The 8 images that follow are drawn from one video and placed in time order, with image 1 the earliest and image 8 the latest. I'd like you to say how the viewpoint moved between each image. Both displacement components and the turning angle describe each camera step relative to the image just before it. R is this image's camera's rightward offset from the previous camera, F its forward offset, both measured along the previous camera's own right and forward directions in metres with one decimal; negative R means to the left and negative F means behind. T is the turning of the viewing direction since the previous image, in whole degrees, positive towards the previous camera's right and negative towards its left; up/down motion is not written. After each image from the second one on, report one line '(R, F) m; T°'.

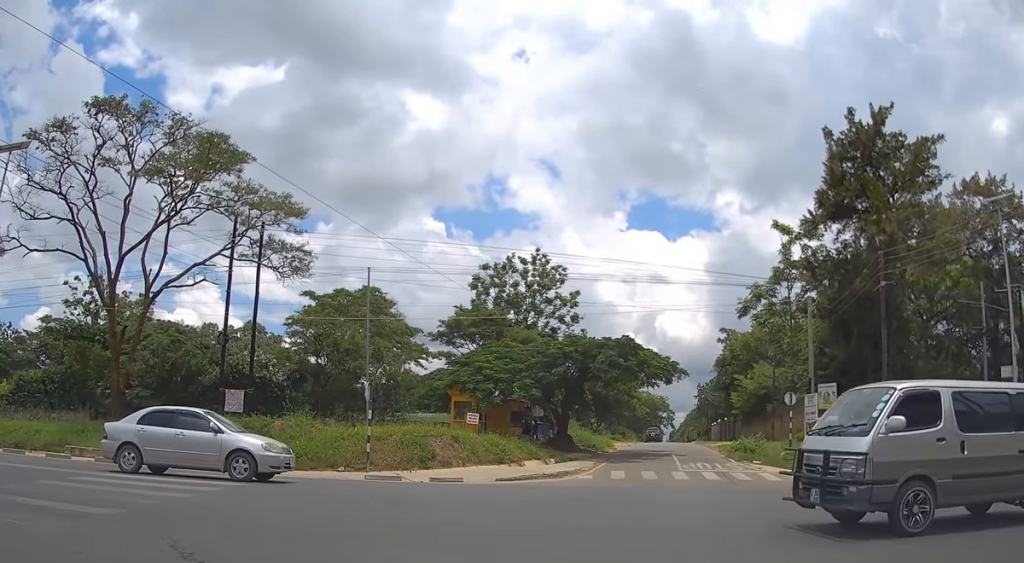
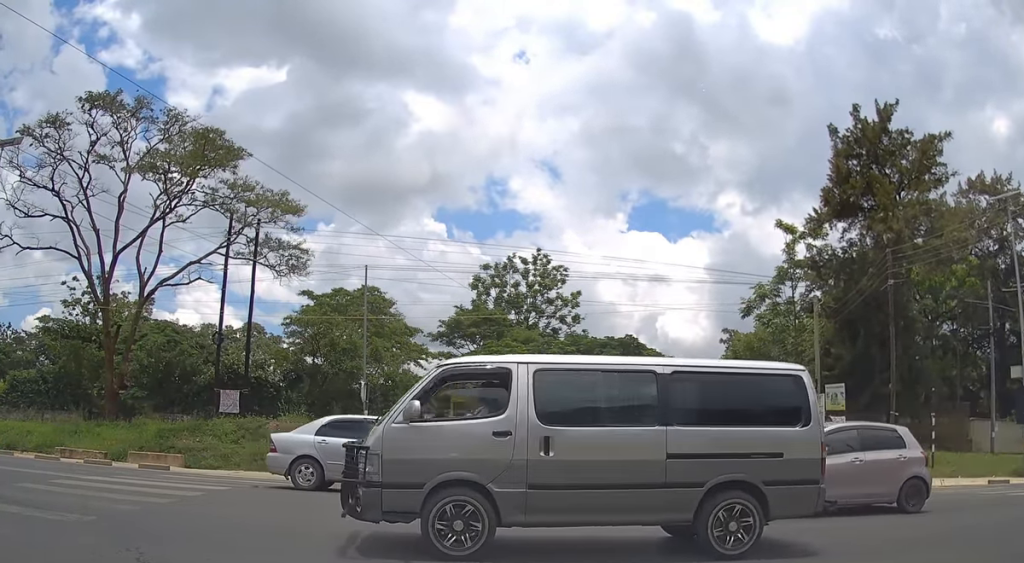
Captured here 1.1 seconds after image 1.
(0.0, +0.7) m; 0°
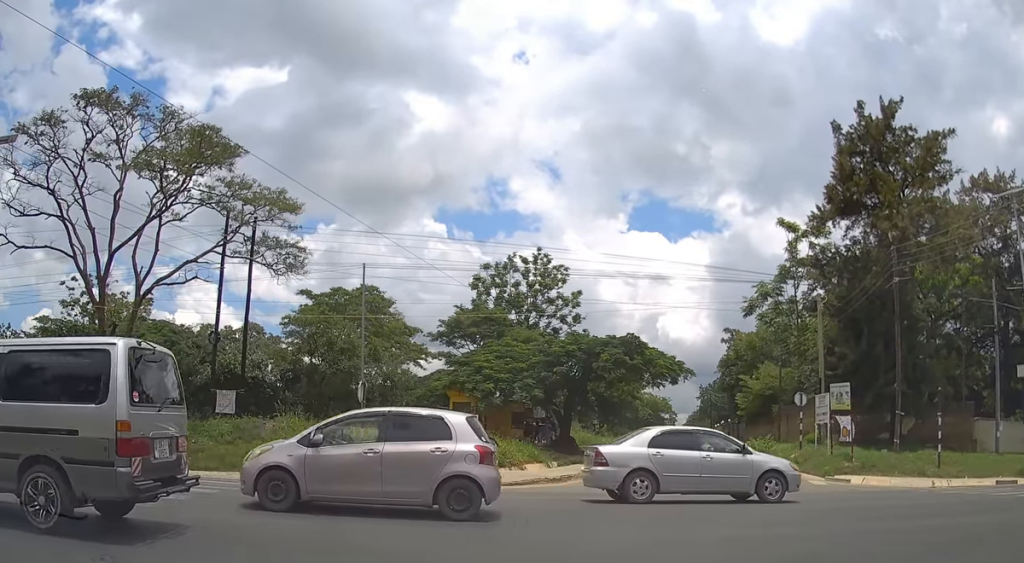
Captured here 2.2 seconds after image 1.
(+0.1, +0.4) m; 0°
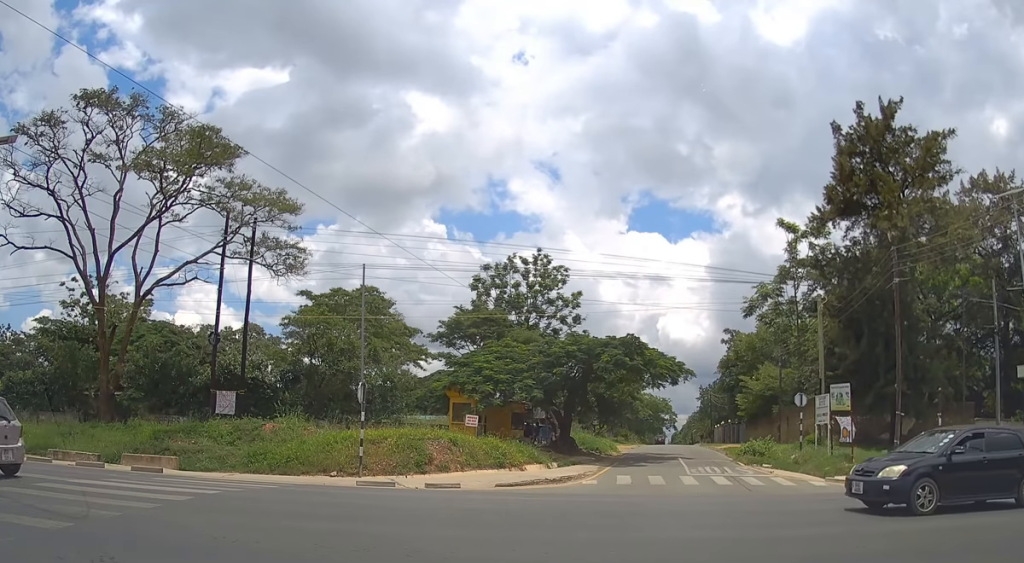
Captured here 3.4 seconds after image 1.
(+0.2, +0.3) m; 0°
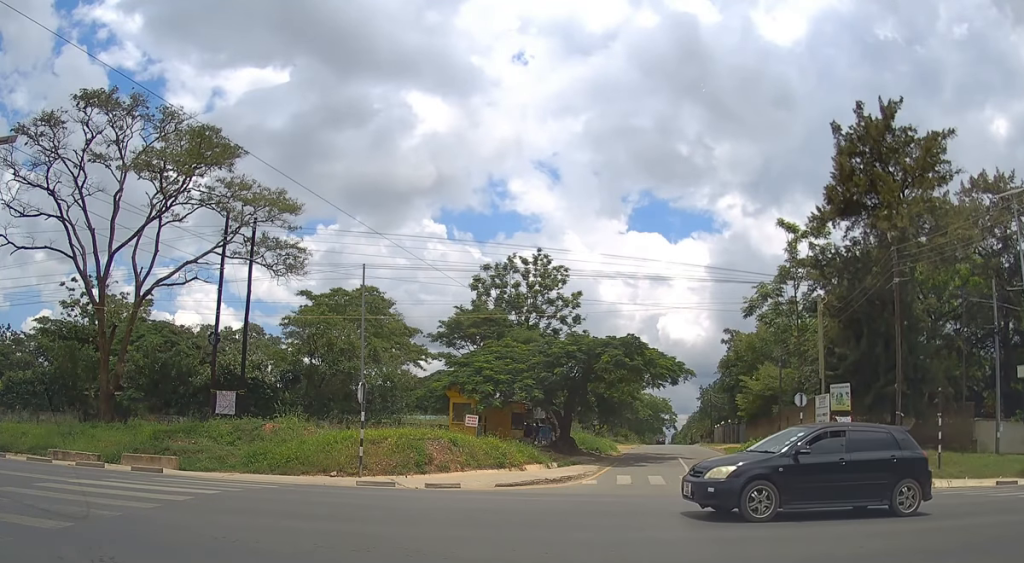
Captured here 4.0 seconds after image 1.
(0.0, 0.0) m; 0°
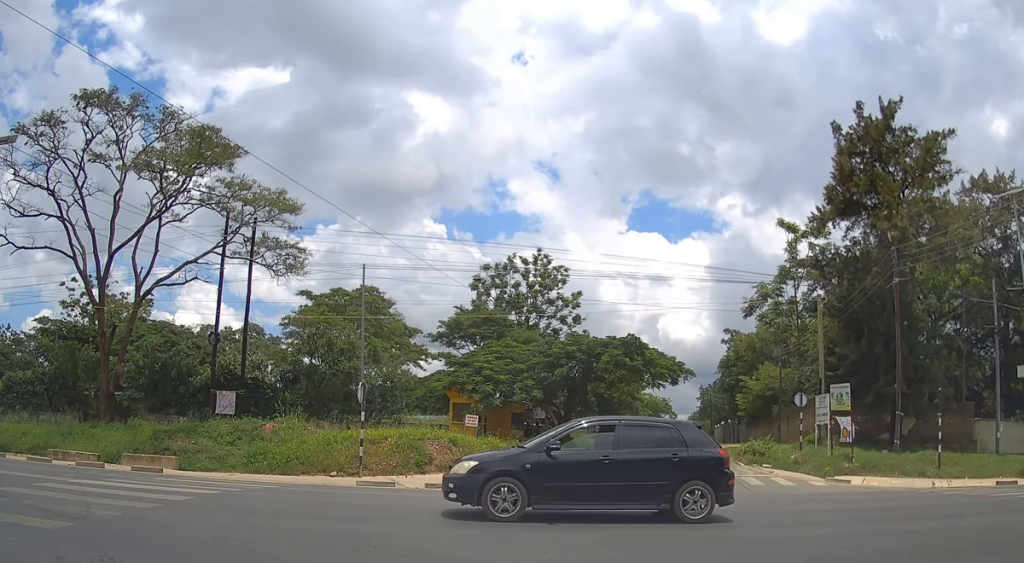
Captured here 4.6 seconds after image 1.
(0.0, 0.0) m; 0°
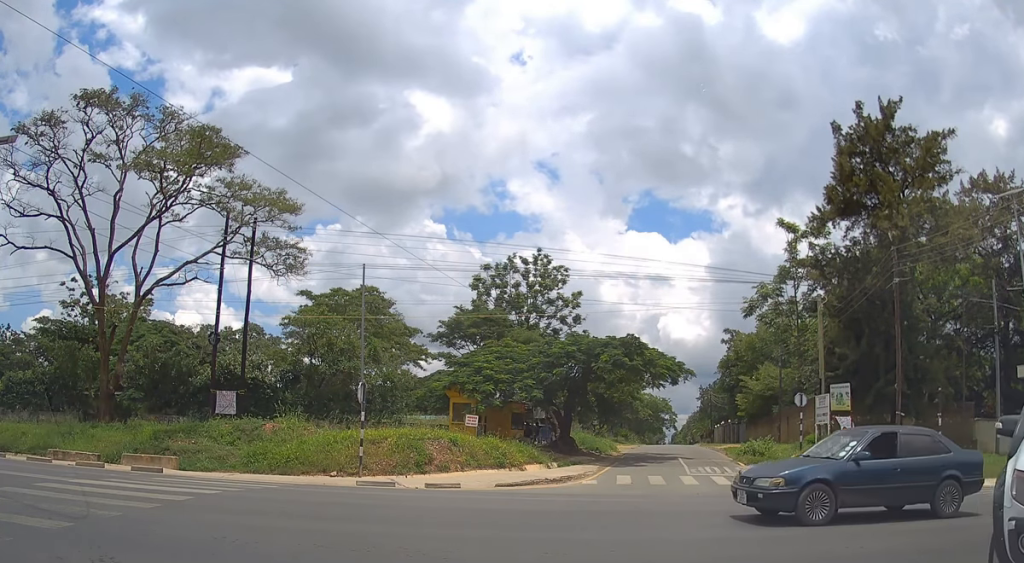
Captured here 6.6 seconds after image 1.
(0.0, +0.5) m; 0°
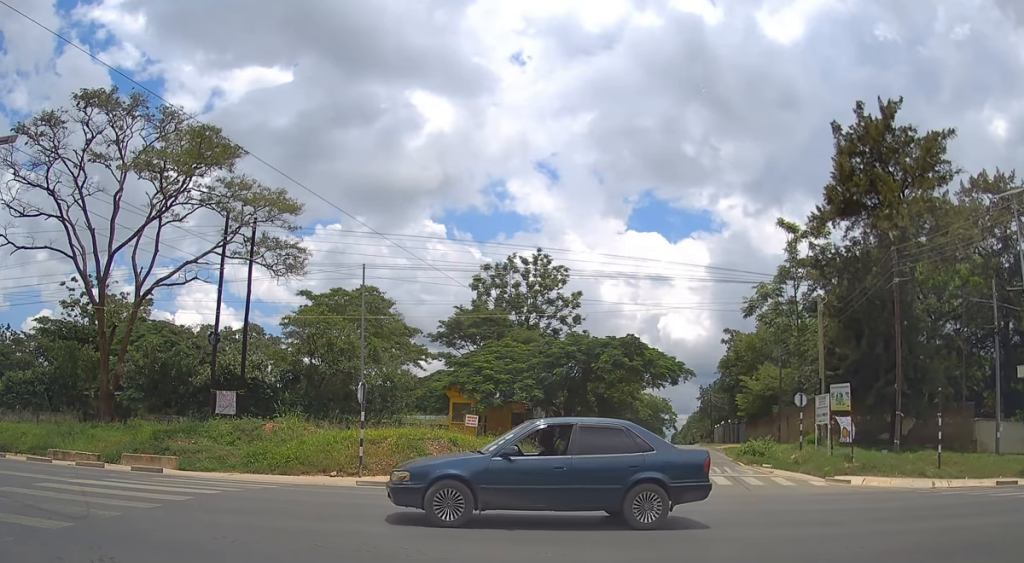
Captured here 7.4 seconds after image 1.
(0.0, +0.2) m; 0°
